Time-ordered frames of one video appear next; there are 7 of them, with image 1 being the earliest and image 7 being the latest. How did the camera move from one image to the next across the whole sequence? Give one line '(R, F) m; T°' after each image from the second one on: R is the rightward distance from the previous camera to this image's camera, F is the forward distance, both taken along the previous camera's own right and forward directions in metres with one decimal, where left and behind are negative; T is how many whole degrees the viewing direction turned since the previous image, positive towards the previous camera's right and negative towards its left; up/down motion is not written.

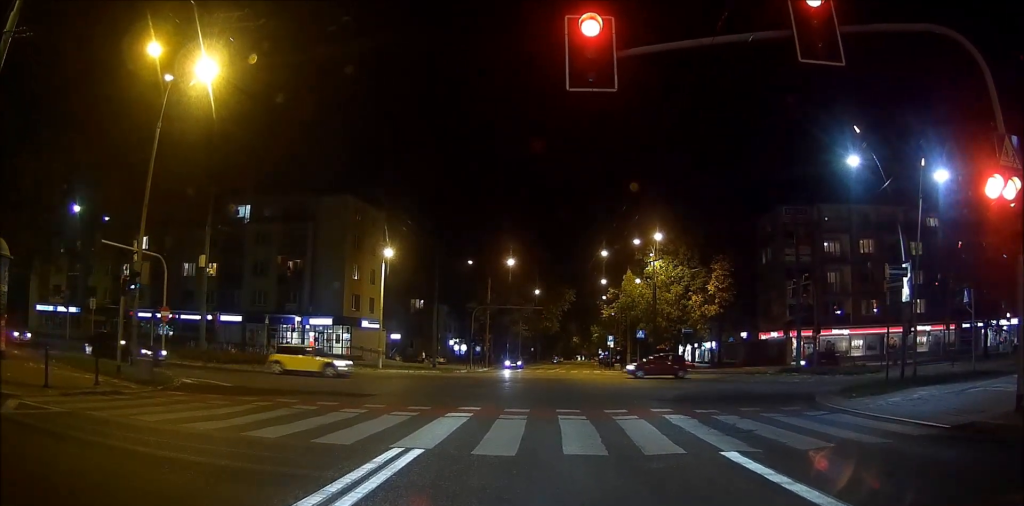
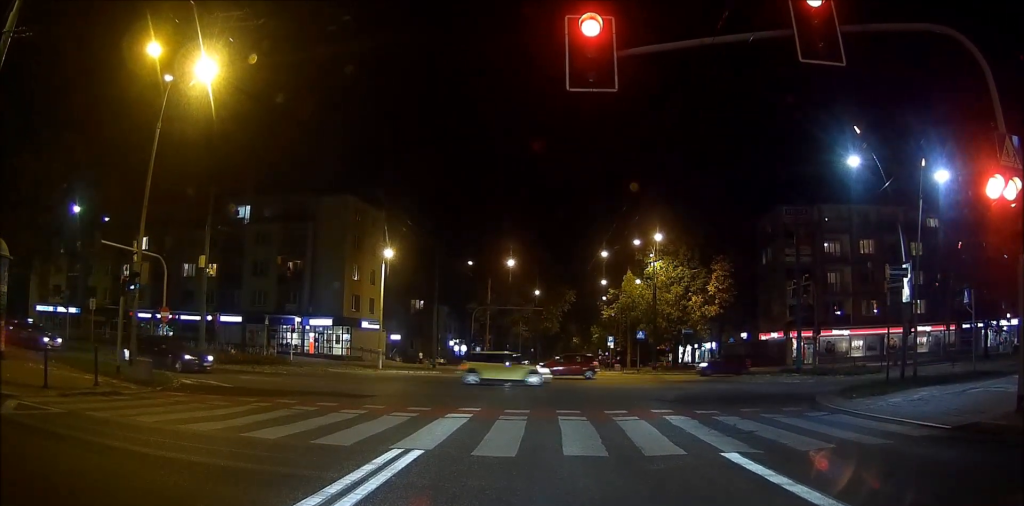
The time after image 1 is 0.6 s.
(+0.1, 0.0) m; 0°
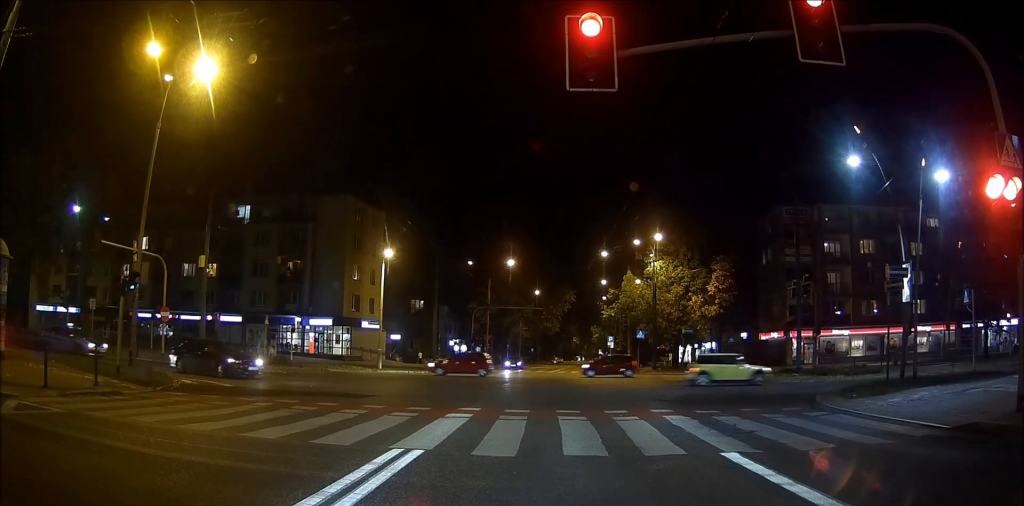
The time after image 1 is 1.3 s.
(+0.1, 0.0) m; 0°
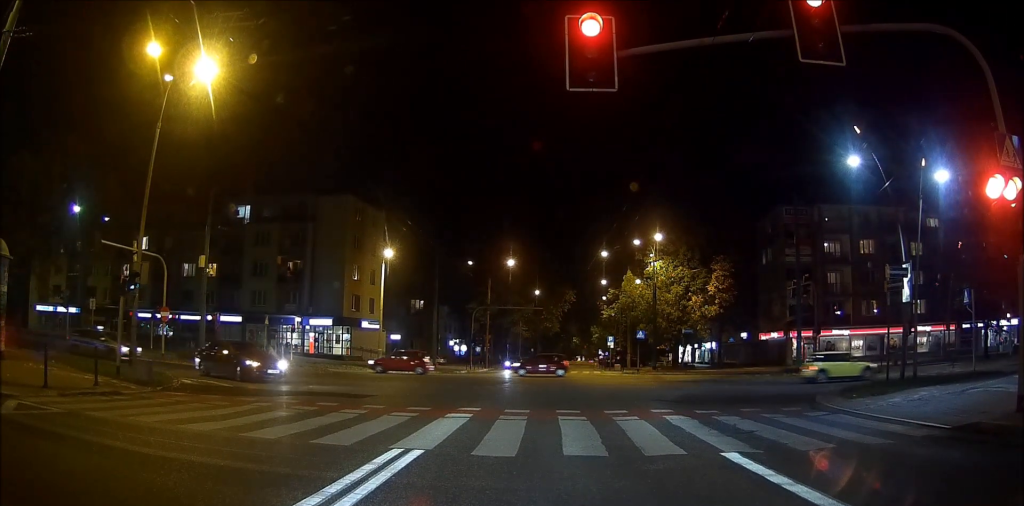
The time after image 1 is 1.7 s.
(+0.1, 0.0) m; 0°
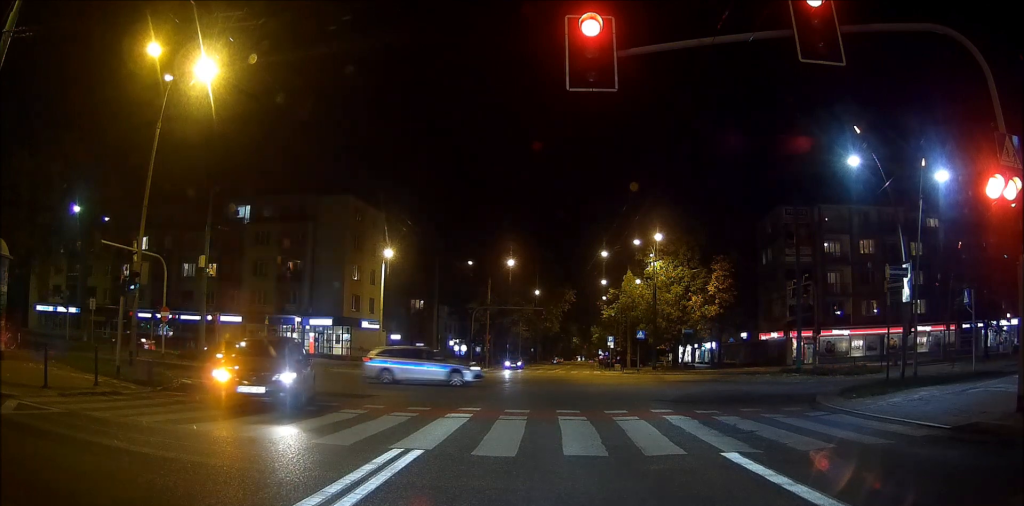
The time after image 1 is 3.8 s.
(+0.4, 0.0) m; 0°
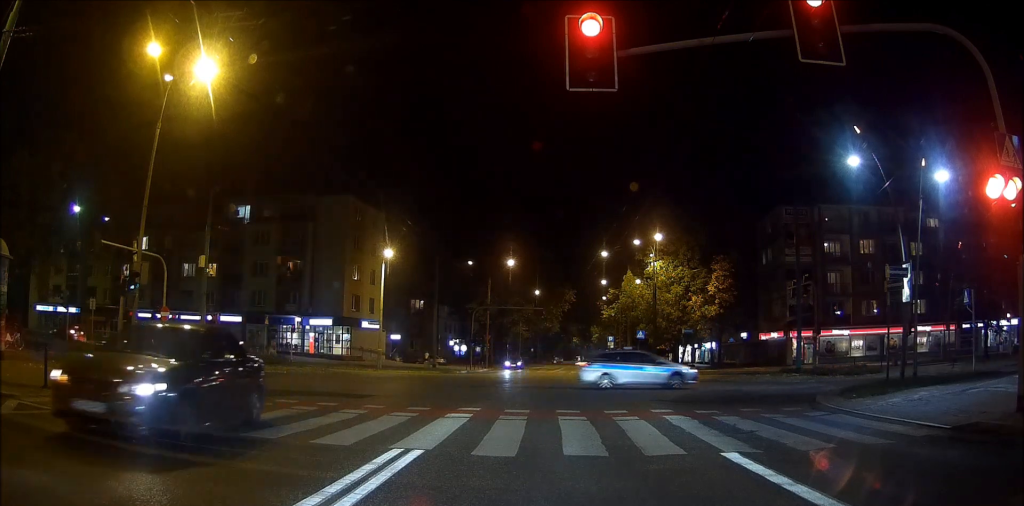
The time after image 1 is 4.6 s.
(+0.2, -0.1) m; 0°
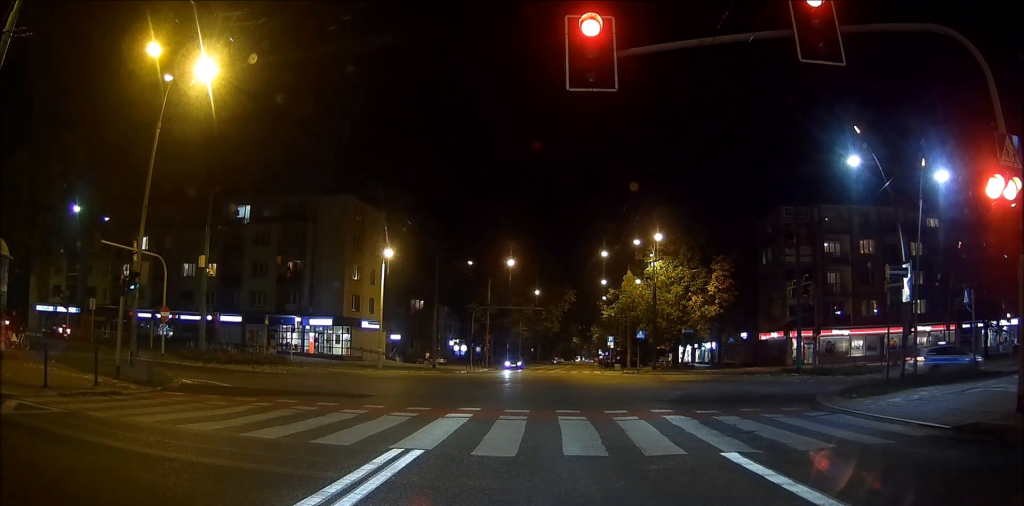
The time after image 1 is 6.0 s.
(+0.3, +0.1) m; 0°
